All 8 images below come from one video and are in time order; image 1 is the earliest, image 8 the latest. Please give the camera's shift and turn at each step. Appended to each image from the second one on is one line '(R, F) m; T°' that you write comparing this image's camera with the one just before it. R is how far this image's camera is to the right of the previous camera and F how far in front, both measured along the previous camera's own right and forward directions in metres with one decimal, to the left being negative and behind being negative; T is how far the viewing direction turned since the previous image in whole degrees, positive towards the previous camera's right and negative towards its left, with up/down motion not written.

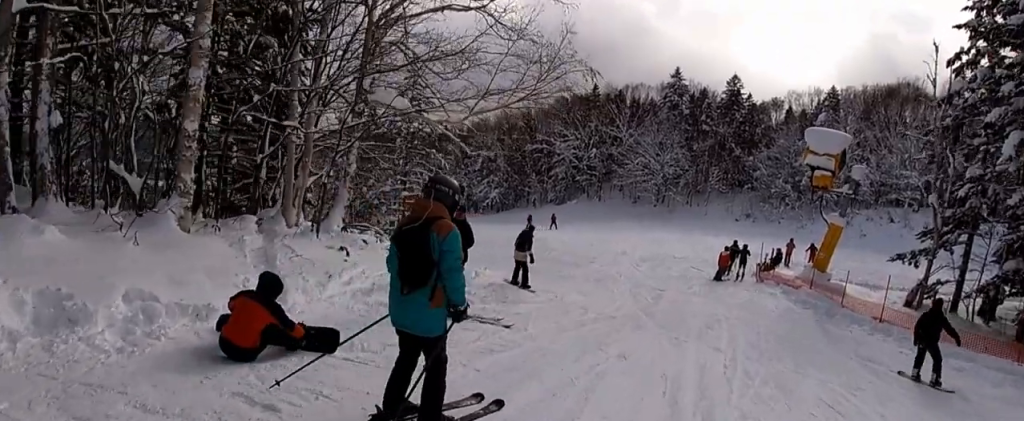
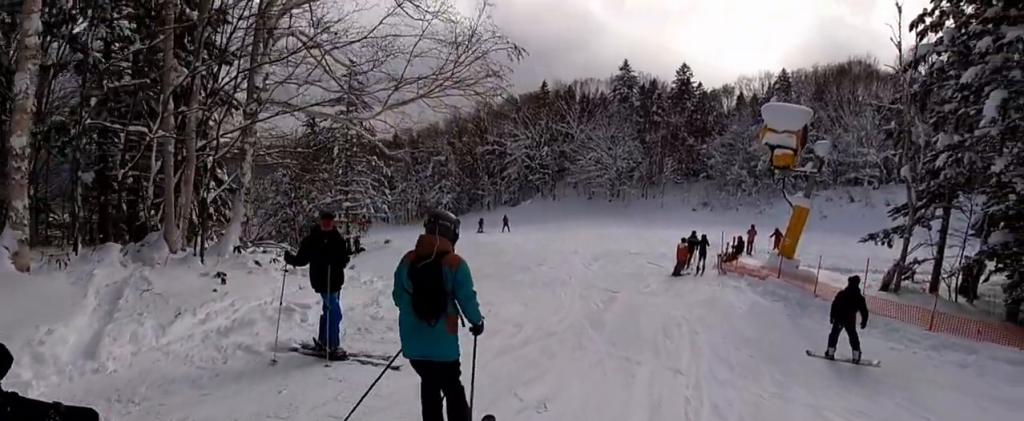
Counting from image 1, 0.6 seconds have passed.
(-0.3, +2.7) m; -8°
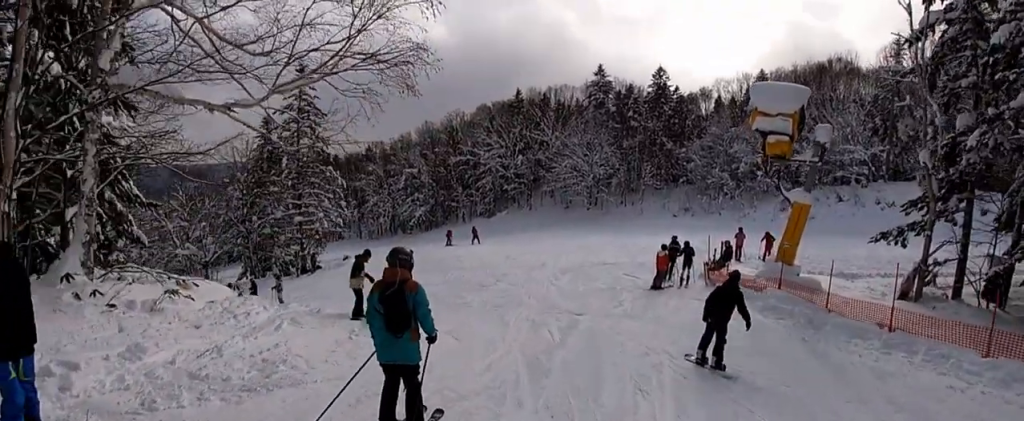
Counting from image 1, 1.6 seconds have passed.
(-0.1, +4.6) m; -4°
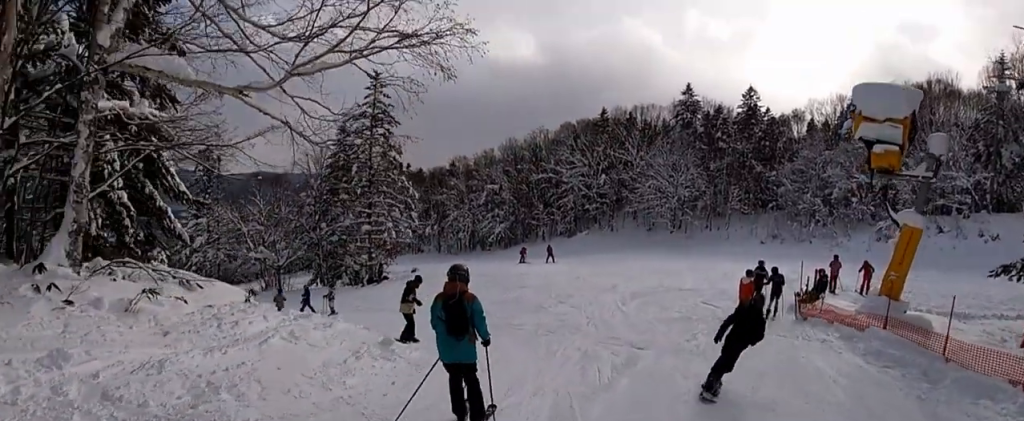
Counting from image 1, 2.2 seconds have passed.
(0.0, +2.5) m; -6°
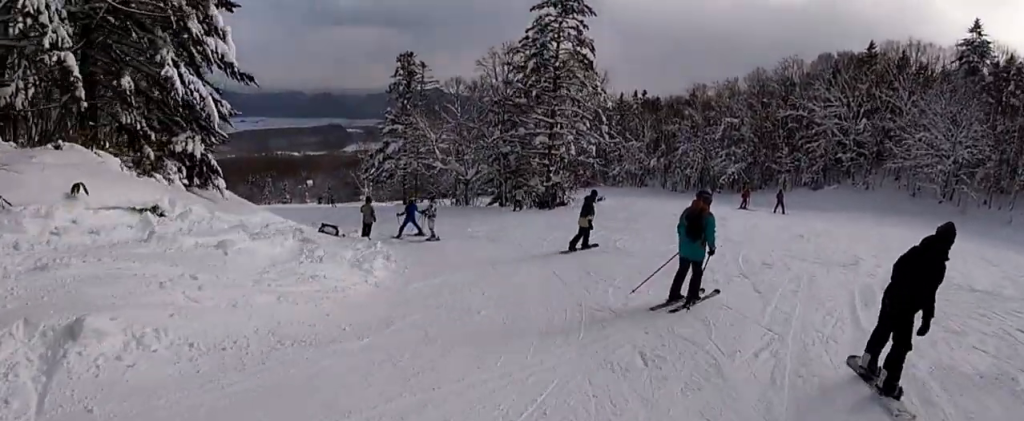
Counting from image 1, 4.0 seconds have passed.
(-2.8, +8.7) m; -32°
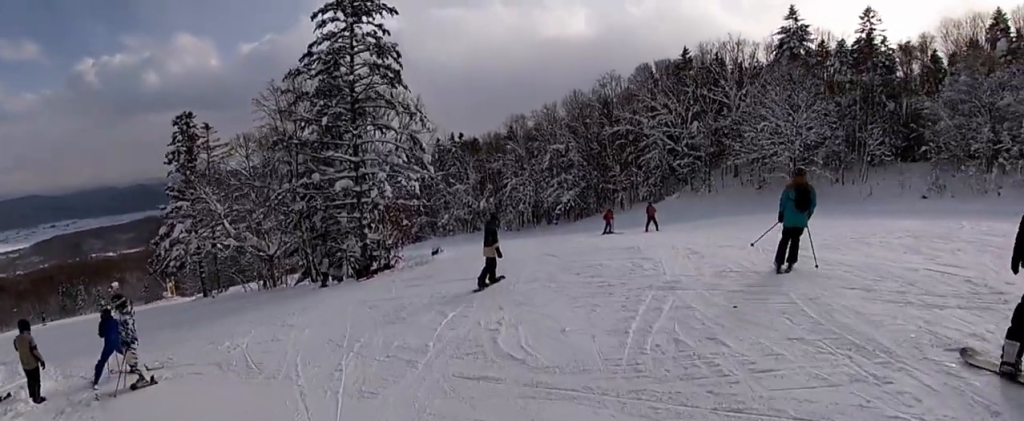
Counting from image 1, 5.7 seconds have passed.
(+0.4, +8.4) m; +18°
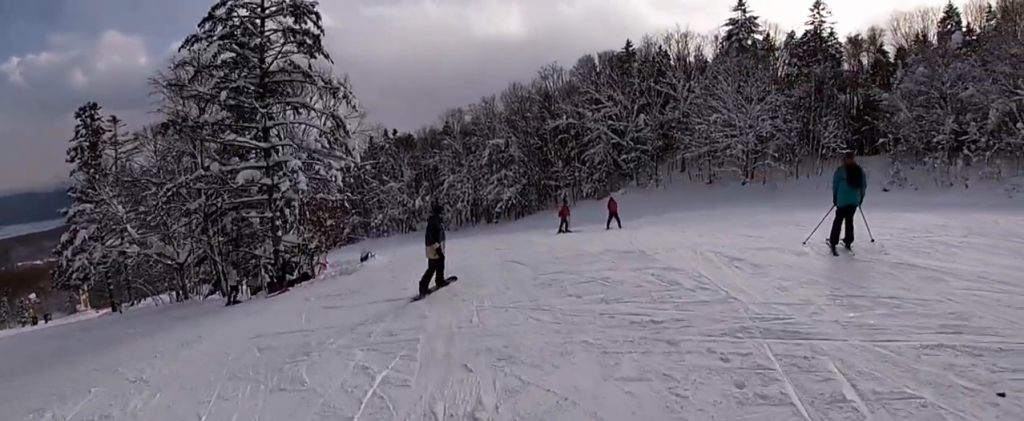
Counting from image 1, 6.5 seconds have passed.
(+0.2, +3.7) m; +11°
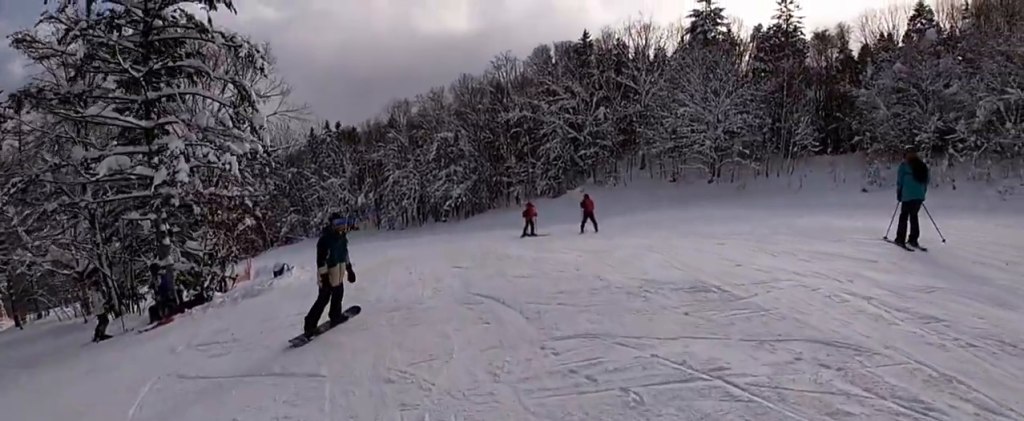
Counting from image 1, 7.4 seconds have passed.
(+0.6, +3.7) m; +9°
